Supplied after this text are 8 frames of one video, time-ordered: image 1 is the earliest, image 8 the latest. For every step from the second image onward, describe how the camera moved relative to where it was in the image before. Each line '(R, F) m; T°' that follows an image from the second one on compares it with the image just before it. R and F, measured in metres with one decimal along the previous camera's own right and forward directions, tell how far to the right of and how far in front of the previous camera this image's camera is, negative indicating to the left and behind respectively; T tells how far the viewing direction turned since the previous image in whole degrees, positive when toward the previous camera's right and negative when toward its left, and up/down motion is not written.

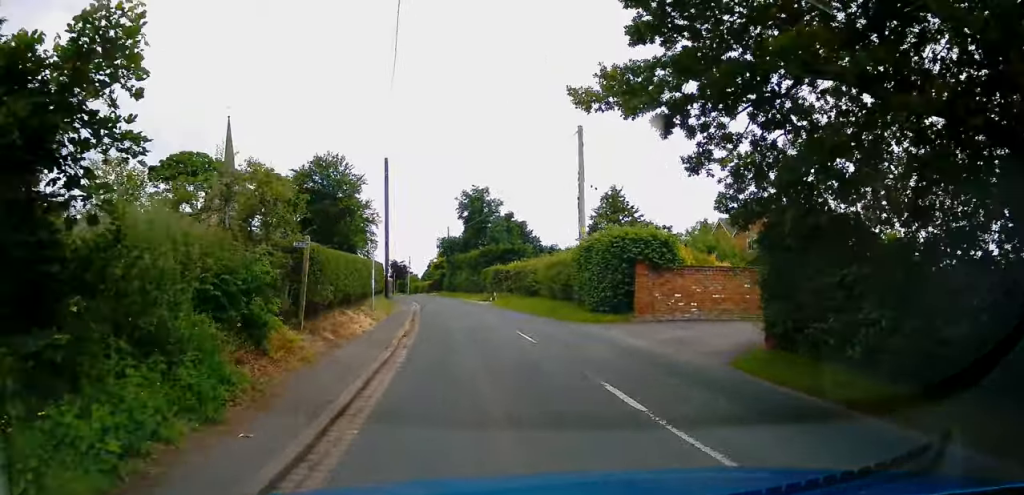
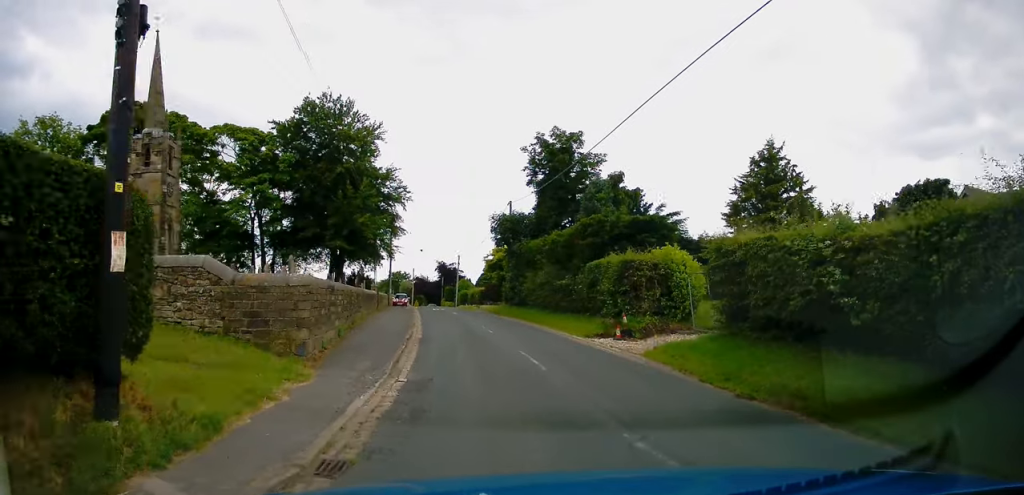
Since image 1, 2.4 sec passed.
(-1.1, +26.8) m; -3°
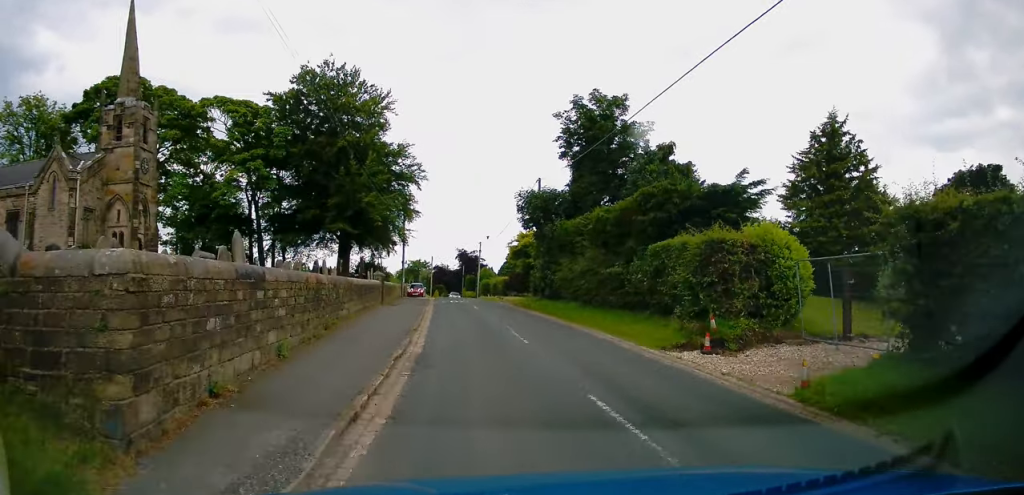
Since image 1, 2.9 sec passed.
(+0.1, +6.0) m; -1°
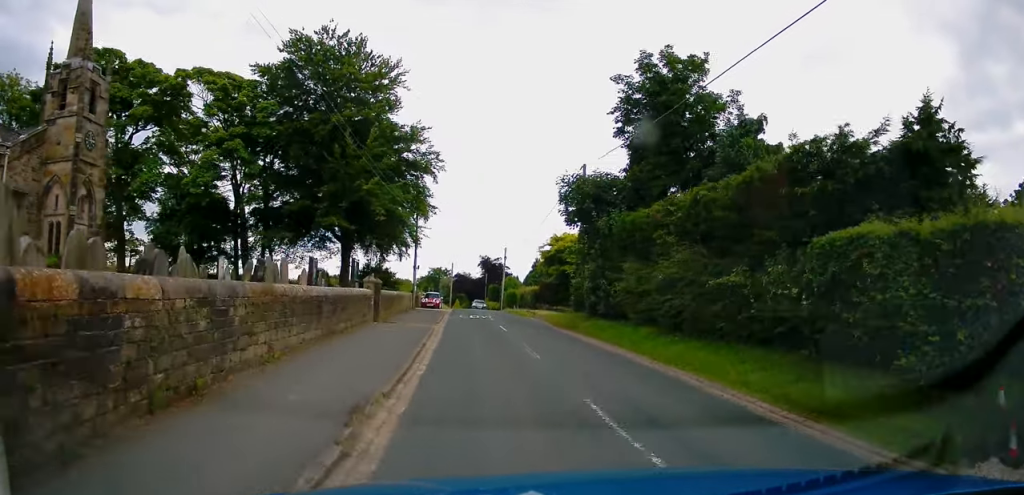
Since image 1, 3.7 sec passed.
(0.0, +8.0) m; -3°
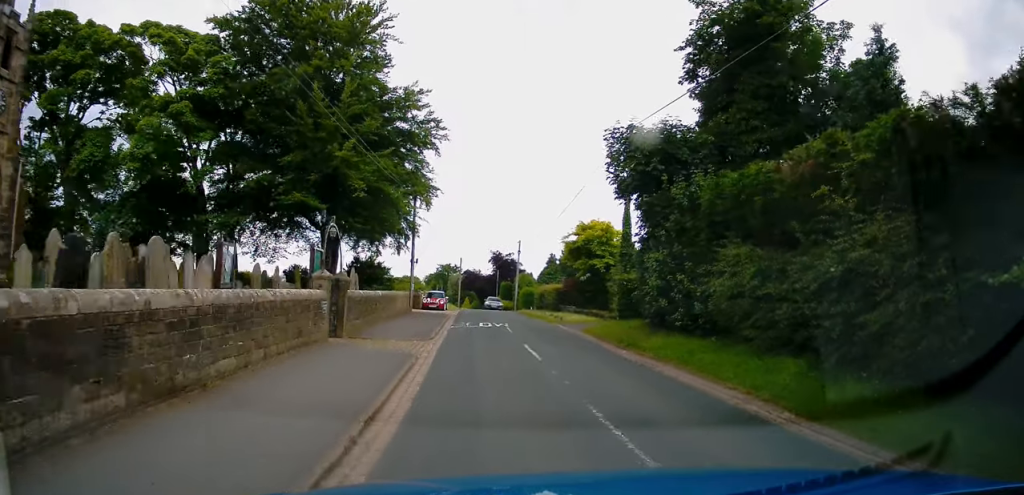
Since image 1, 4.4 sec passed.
(-0.5, +7.9) m; -4°
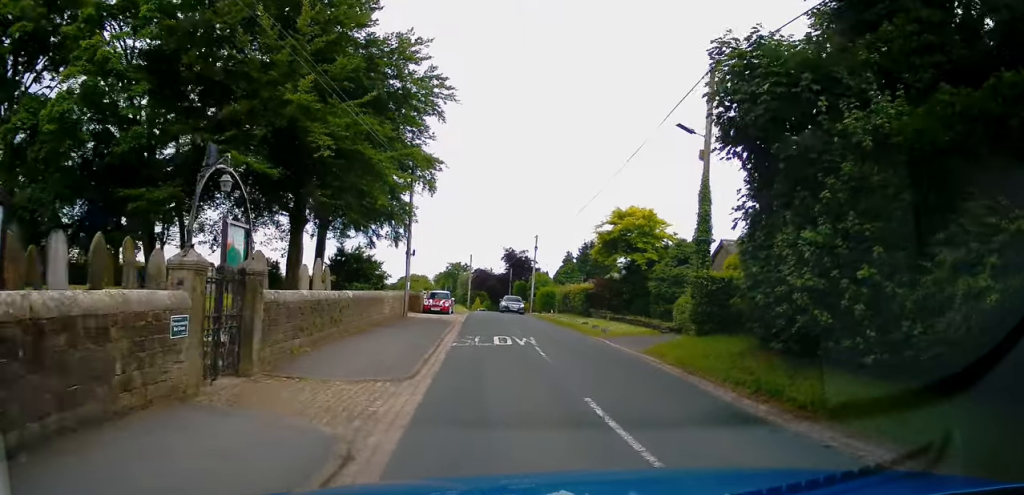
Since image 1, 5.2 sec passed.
(-0.1, +7.4) m; 0°
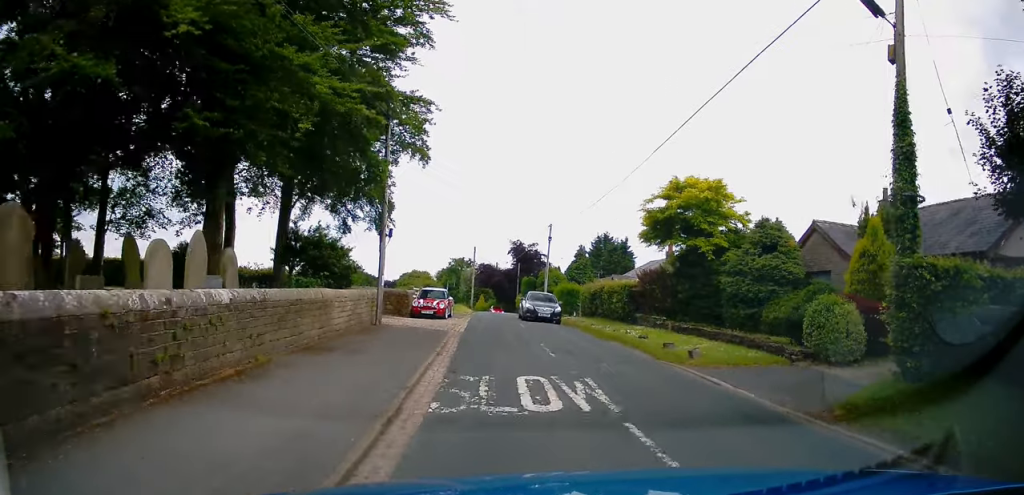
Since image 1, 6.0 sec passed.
(0.0, +8.9) m; 0°
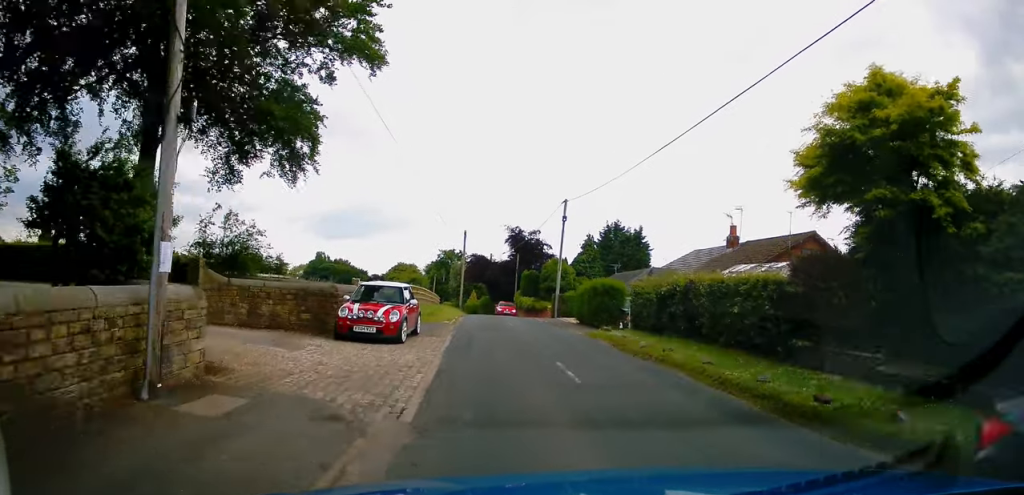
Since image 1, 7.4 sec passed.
(-0.1, +13.3) m; 0°
